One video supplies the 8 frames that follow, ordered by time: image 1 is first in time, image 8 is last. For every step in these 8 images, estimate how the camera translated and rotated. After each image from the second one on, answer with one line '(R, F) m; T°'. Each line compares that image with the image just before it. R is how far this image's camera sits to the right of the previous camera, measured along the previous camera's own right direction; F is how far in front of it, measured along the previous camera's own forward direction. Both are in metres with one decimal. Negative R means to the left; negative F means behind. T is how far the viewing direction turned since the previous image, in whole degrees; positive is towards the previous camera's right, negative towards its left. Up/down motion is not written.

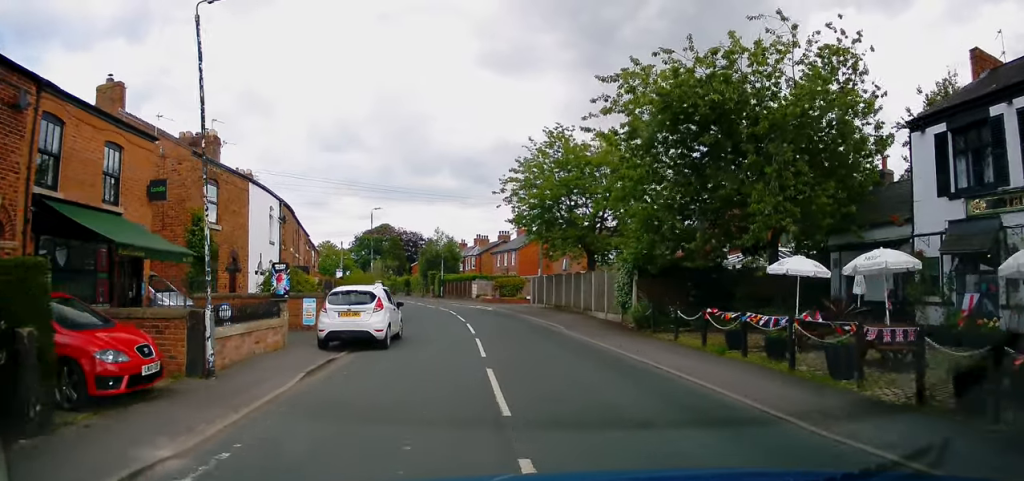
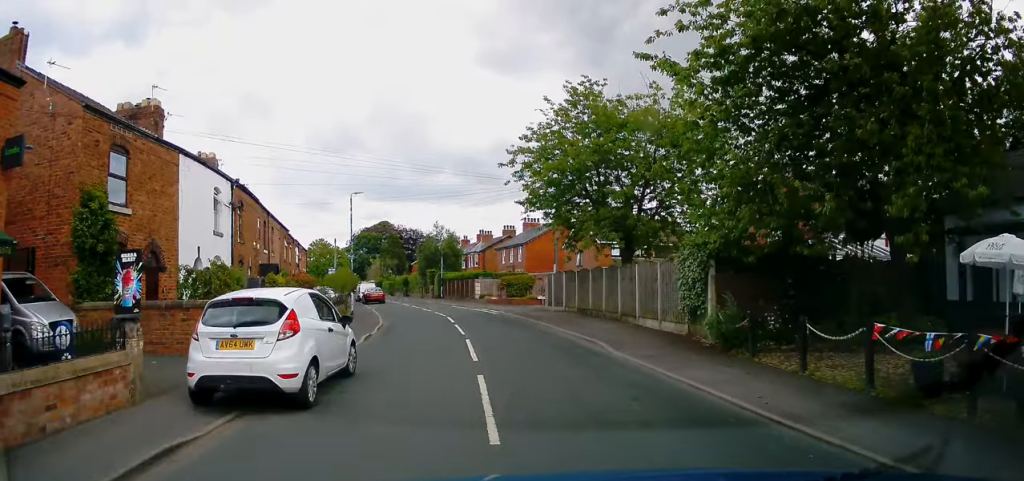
(0.0, +6.5) m; -2°
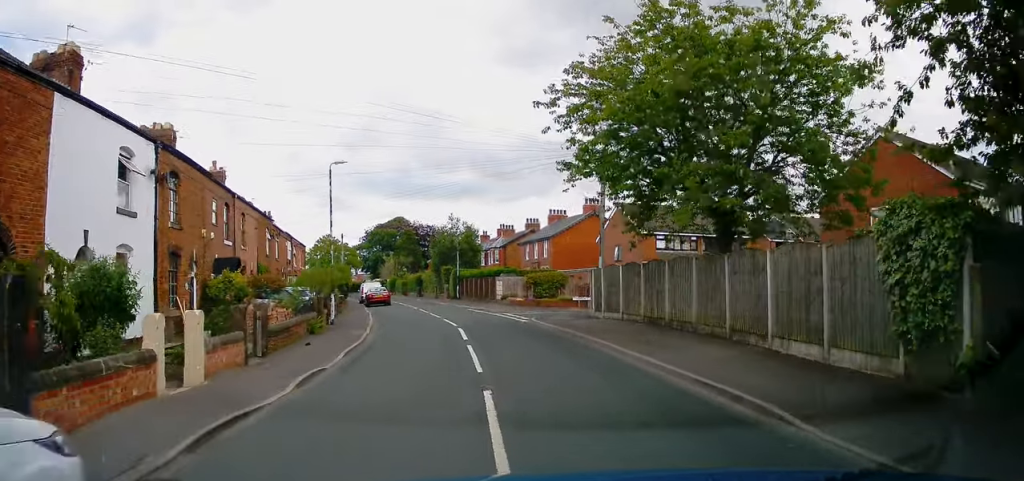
(-0.1, +7.5) m; -2°
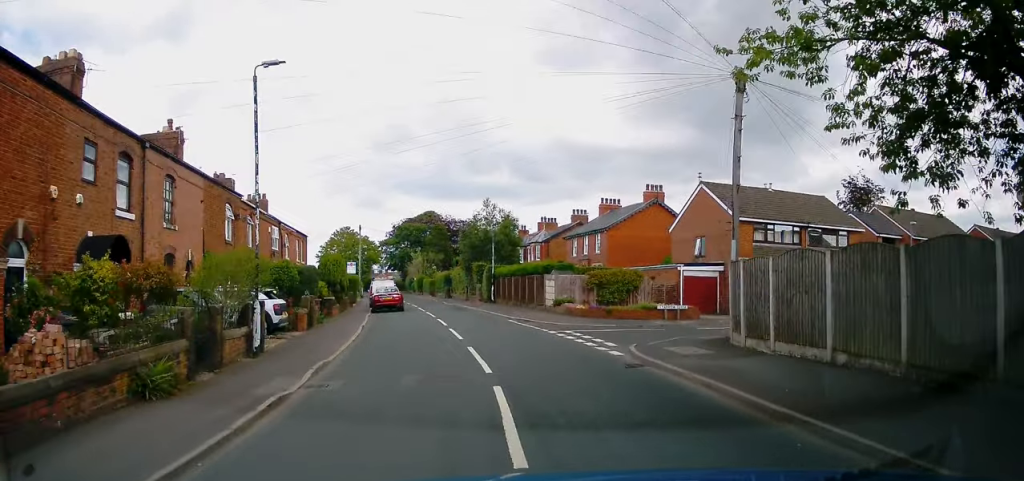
(-0.4, +10.7) m; -3°
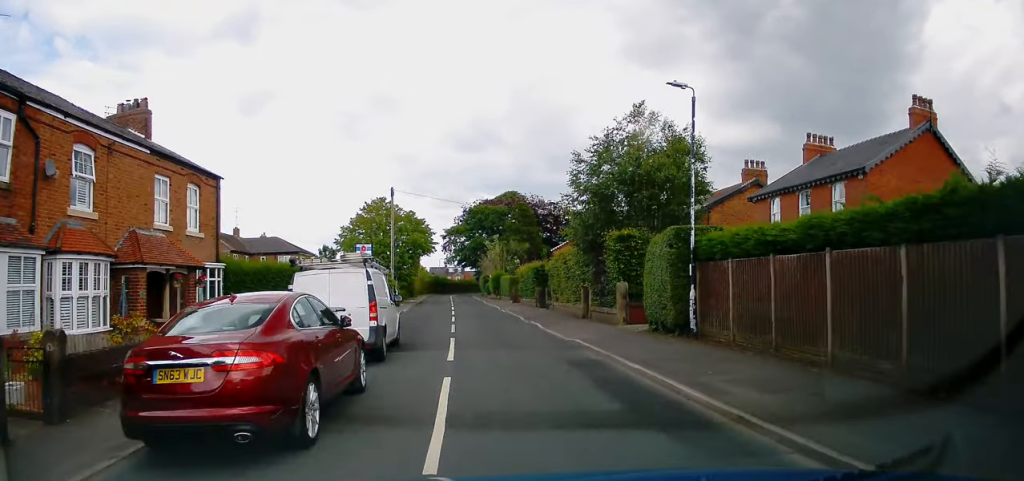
(-1.4, +28.9) m; -8°
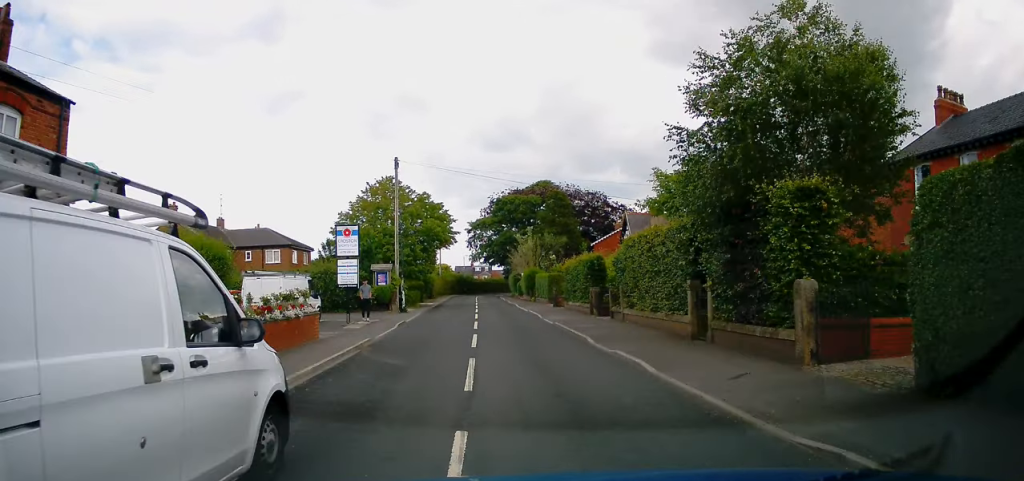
(-0.6, +10.9) m; -3°
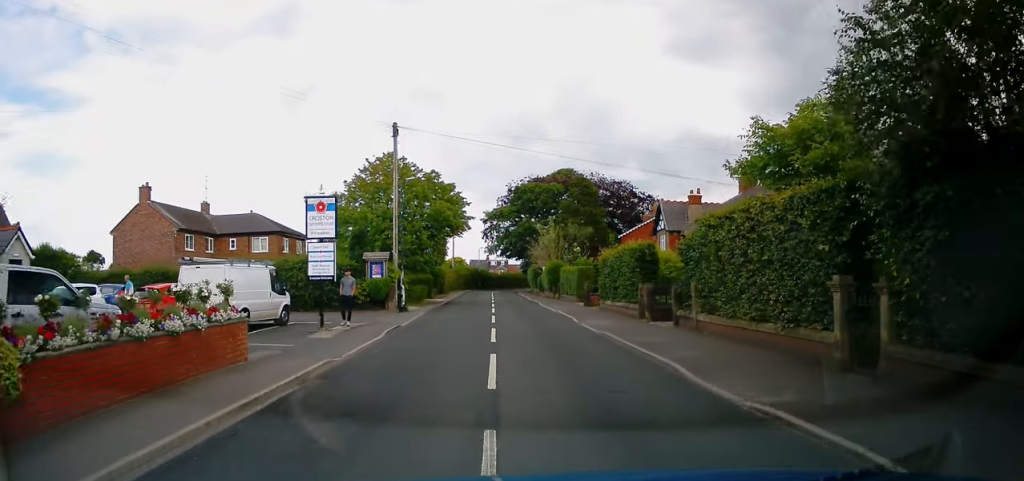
(-0.2, +6.5) m; -1°
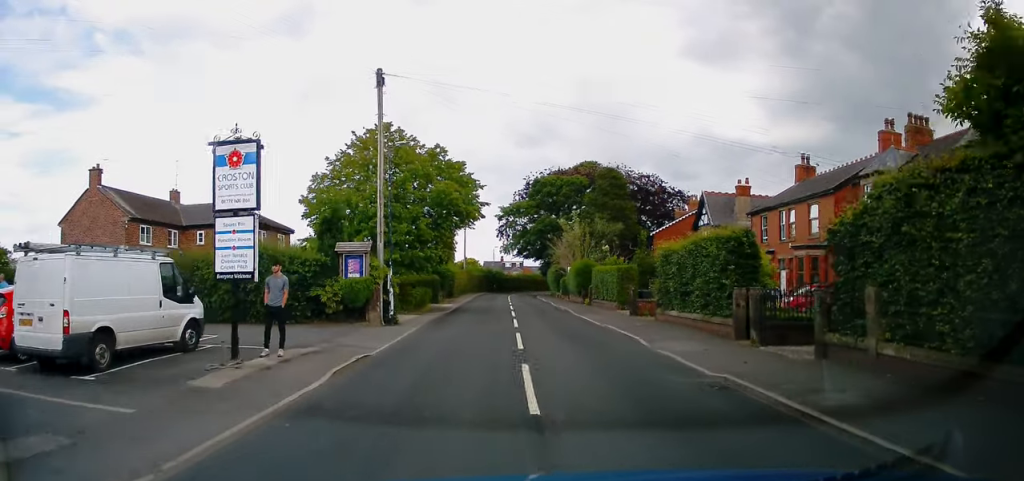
(+0.3, +7.7) m; 0°
